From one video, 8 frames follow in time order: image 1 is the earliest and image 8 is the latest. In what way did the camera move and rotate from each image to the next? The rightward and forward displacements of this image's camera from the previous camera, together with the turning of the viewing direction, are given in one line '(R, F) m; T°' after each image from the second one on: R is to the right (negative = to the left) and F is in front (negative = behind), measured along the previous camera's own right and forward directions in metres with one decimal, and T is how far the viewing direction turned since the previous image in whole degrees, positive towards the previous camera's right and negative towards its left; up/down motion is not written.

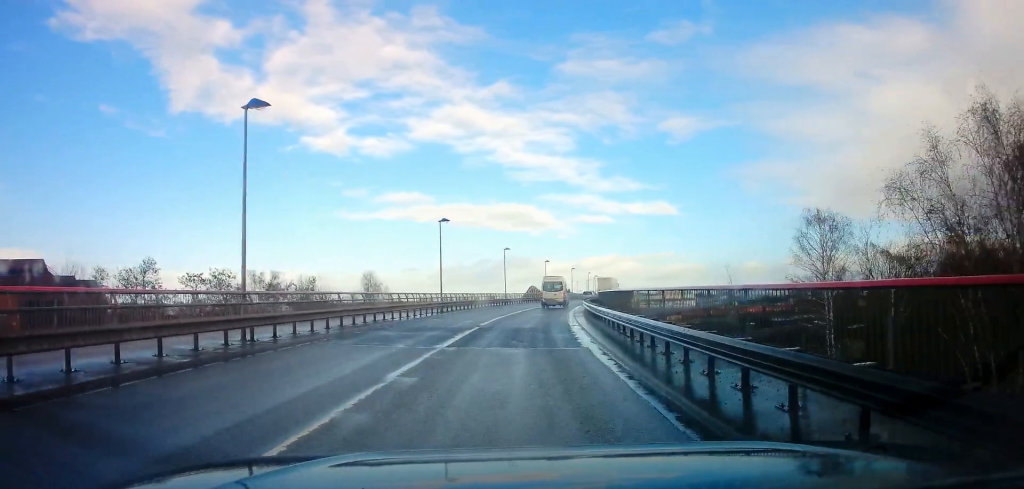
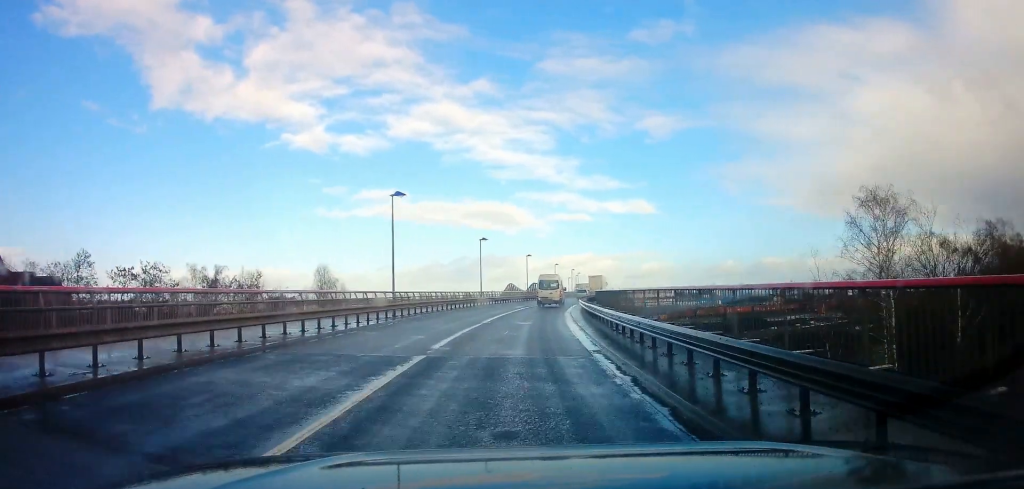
(+0.1, +9.5) m; +2°
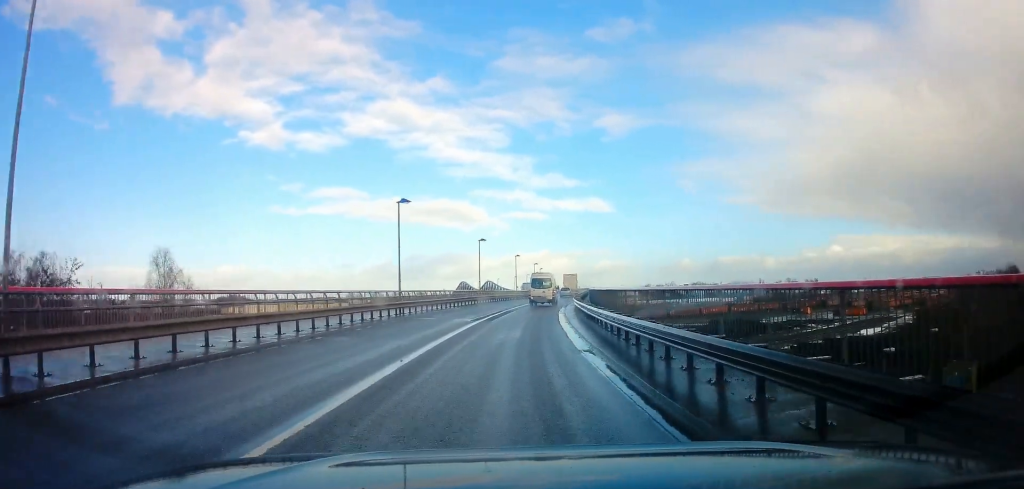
(+0.9, +21.8) m; +4°
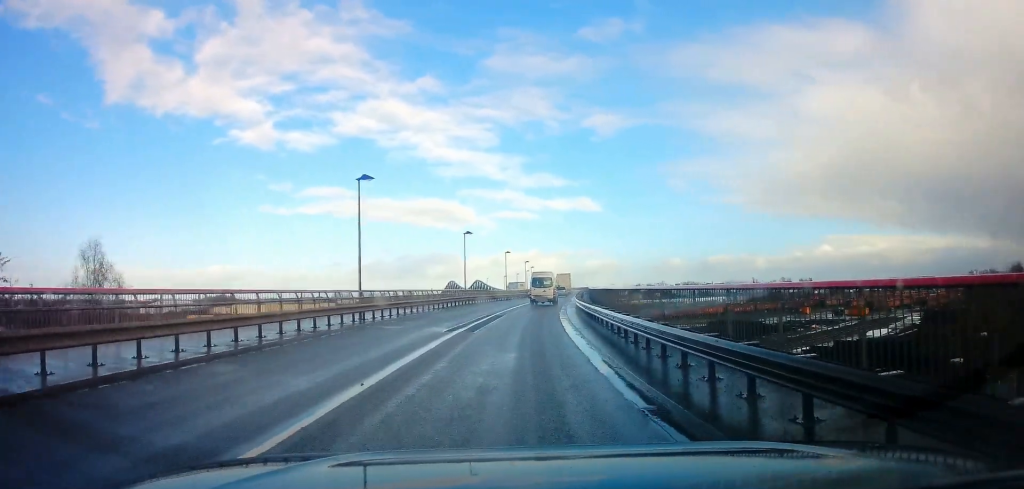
(0.0, +6.4) m; +1°
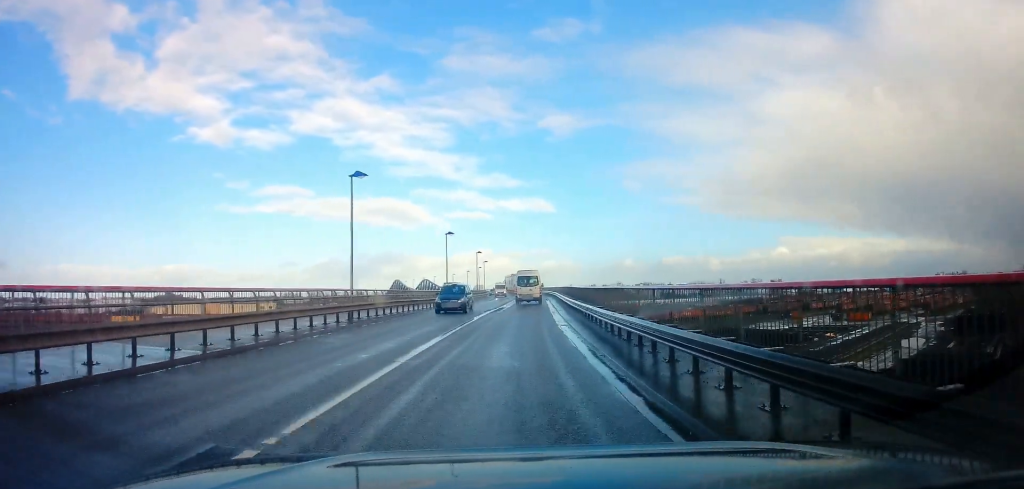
(+1.0, +24.7) m; +4°
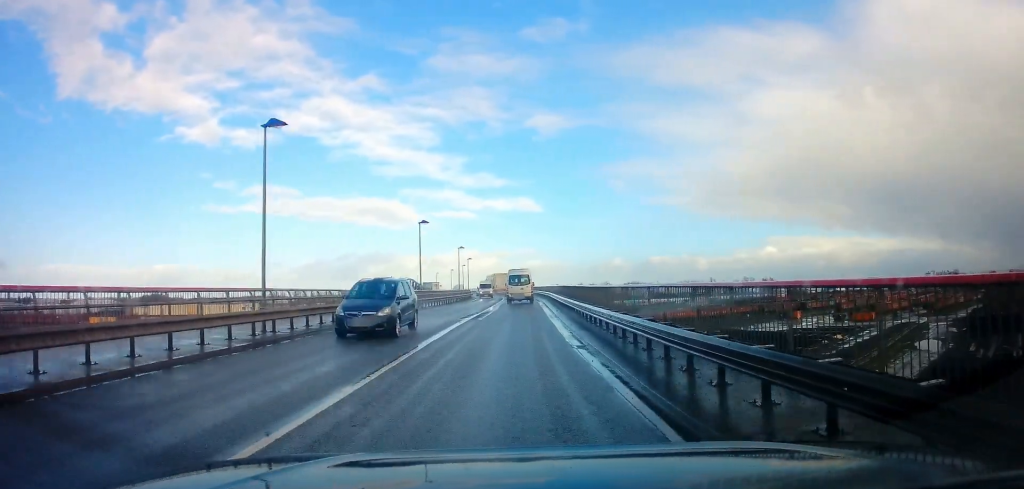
(0.0, +7.8) m; 0°
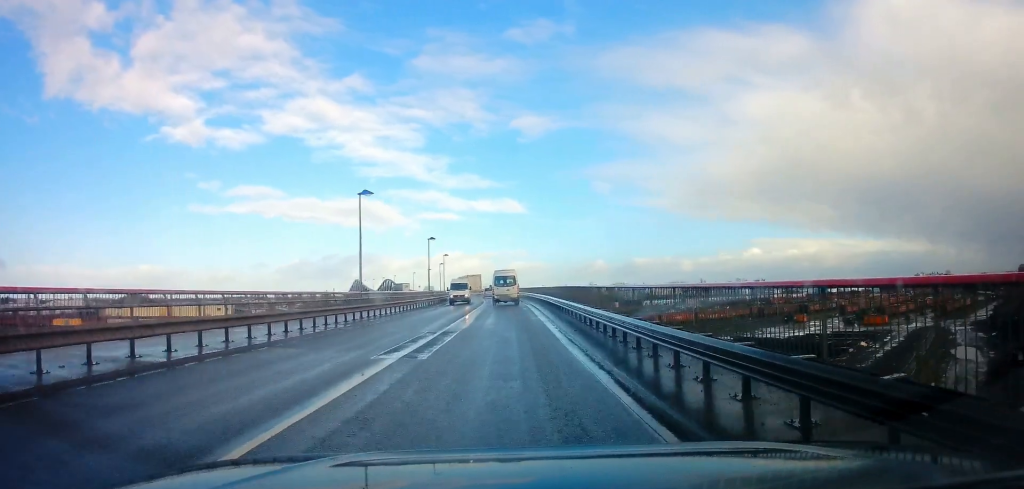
(+0.1, +12.9) m; +1°
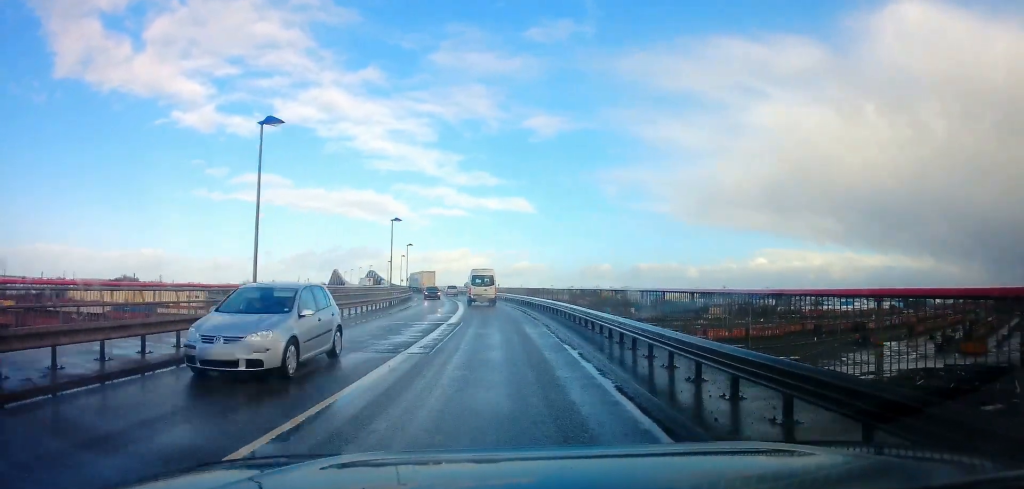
(+1.4, +36.7) m; +1°
